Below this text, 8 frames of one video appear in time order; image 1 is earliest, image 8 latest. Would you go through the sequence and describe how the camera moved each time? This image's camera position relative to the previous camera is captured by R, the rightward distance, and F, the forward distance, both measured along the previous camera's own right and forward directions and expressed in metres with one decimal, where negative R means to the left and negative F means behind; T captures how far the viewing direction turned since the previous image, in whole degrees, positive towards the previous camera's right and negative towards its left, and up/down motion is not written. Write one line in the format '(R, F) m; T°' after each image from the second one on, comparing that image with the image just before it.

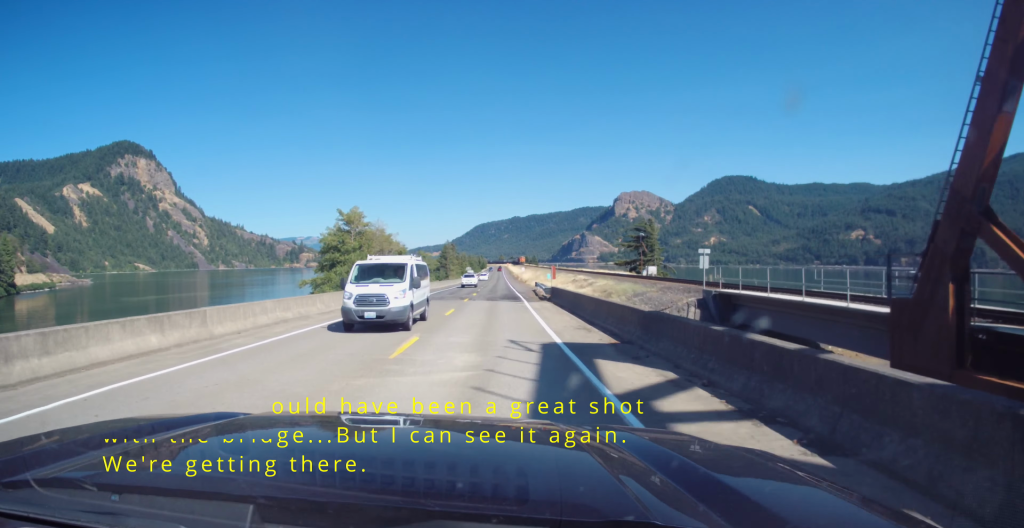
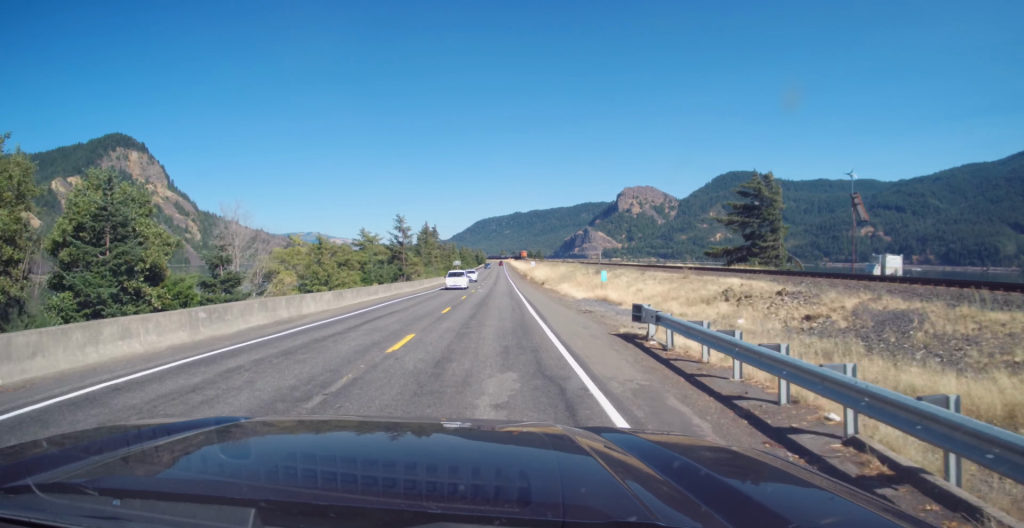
(-0.8, +50.0) m; 0°
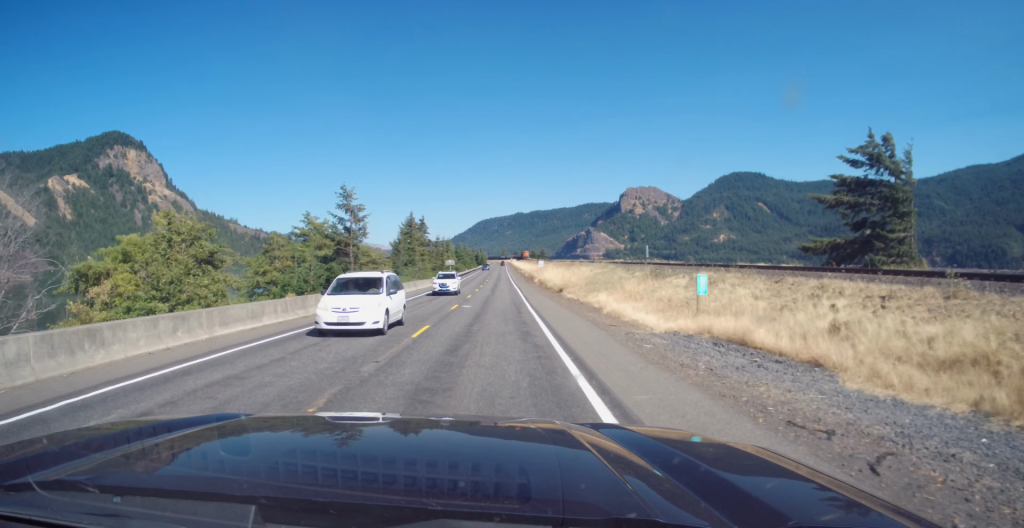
(+0.1, +21.0) m; 0°
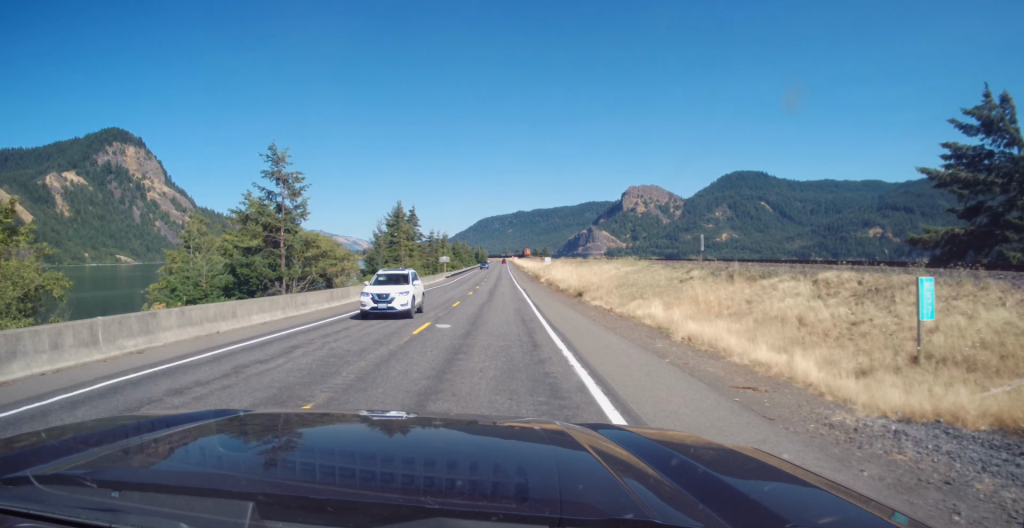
(+0.2, +11.9) m; 0°
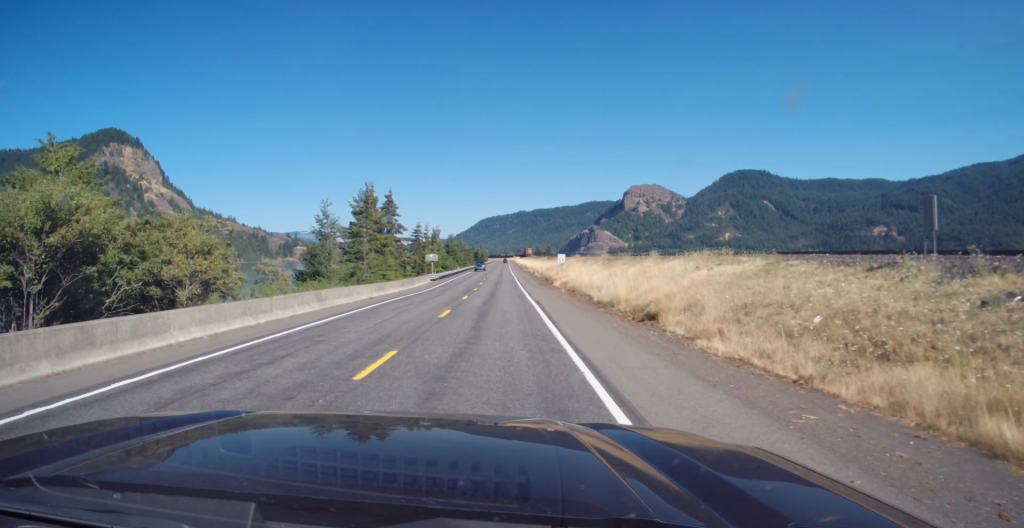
(-0.1, +19.0) m; 0°
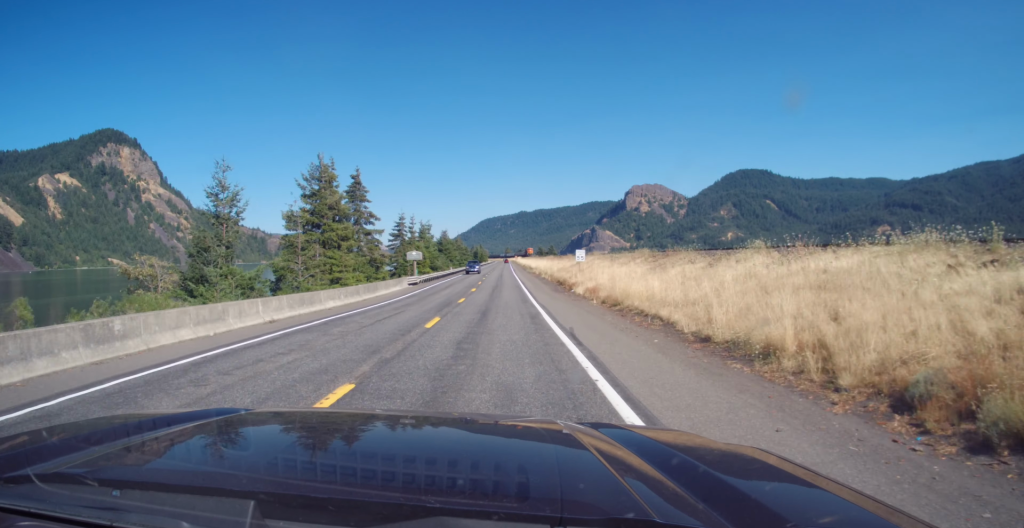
(-0.2, +16.2) m; -1°
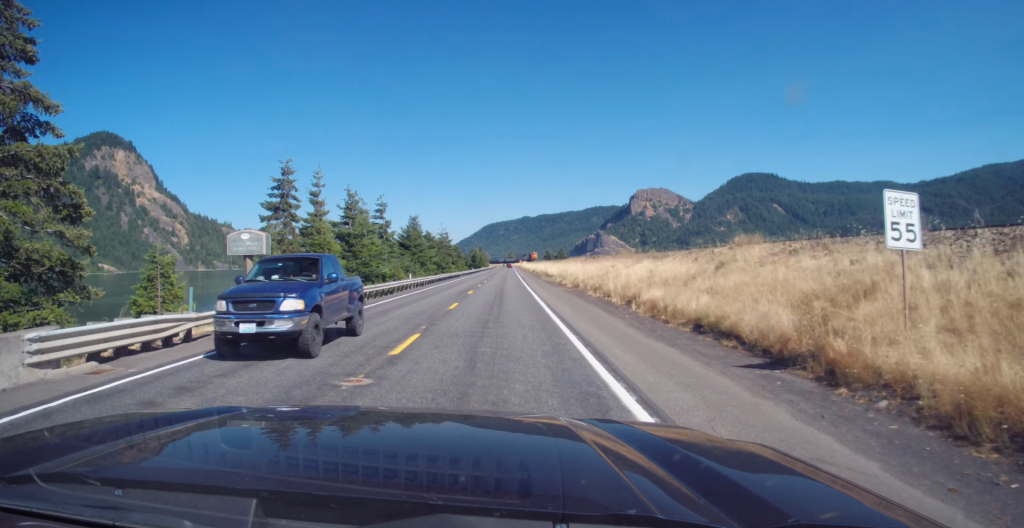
(+0.7, +42.9) m; +1°
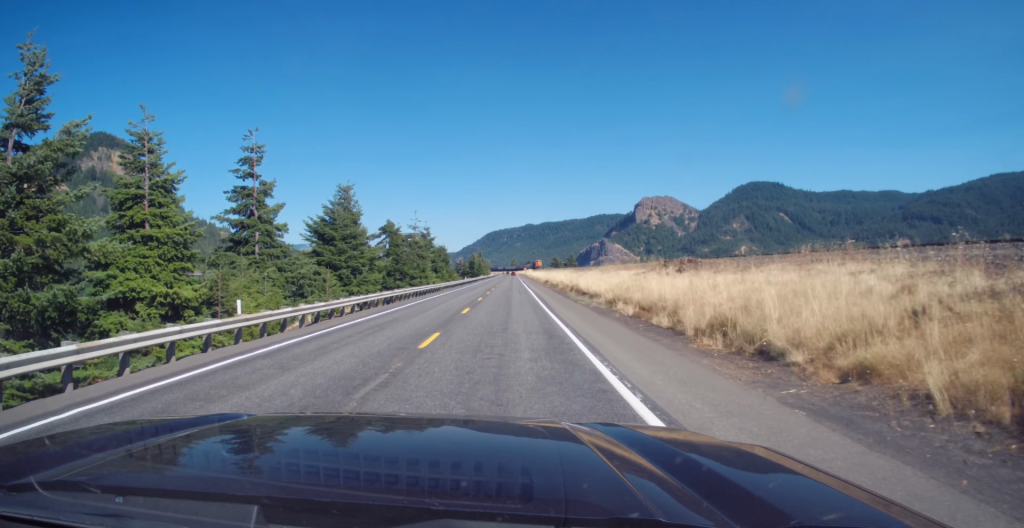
(-0.1, +33.8) m; -1°
